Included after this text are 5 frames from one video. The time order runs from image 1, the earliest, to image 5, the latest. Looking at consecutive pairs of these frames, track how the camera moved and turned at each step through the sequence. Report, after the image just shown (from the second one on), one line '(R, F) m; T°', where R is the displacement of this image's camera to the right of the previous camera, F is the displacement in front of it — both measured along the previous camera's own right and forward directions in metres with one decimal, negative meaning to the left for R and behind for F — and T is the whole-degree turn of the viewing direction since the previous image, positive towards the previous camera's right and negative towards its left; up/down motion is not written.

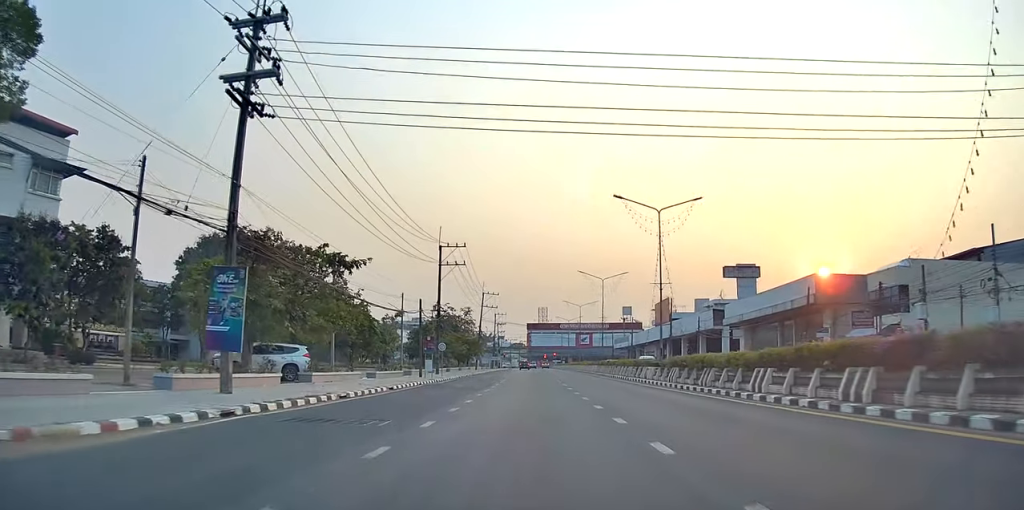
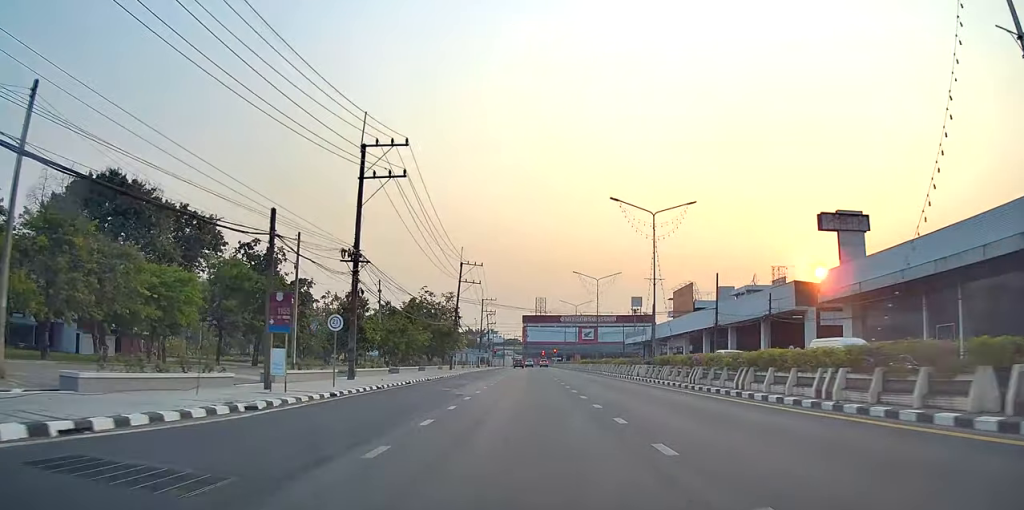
(-0.2, +28.5) m; -1°
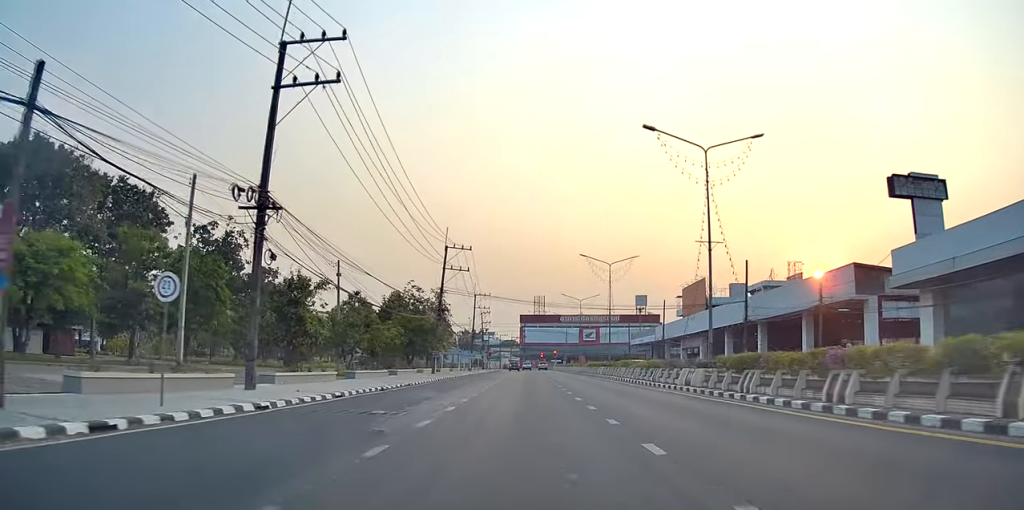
(+0.1, +11.7) m; +1°
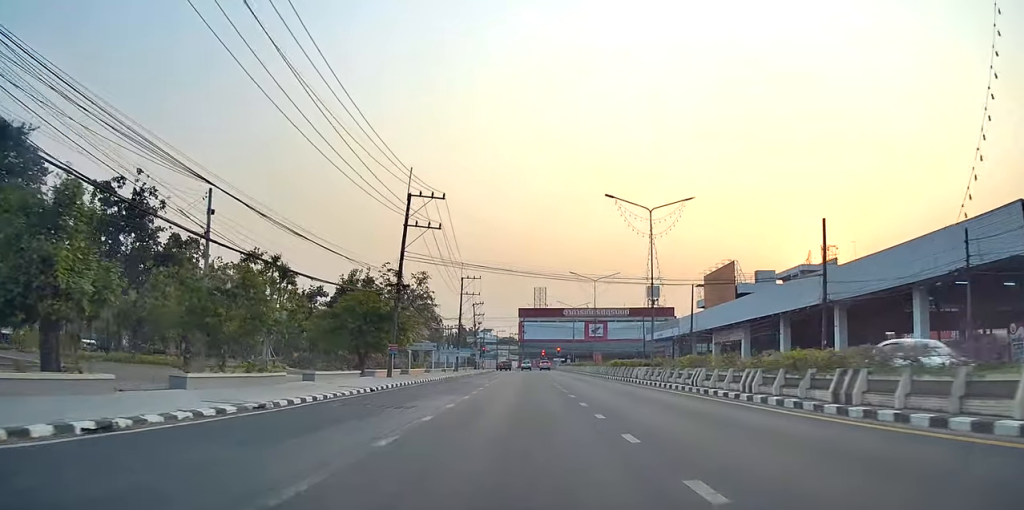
(+0.1, +19.1) m; +3°
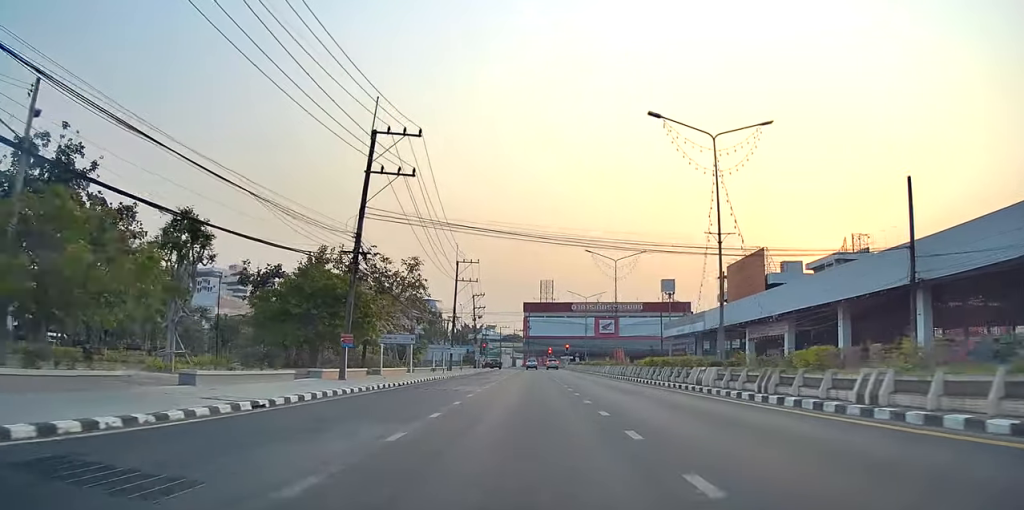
(+0.3, +12.6) m; -2°
